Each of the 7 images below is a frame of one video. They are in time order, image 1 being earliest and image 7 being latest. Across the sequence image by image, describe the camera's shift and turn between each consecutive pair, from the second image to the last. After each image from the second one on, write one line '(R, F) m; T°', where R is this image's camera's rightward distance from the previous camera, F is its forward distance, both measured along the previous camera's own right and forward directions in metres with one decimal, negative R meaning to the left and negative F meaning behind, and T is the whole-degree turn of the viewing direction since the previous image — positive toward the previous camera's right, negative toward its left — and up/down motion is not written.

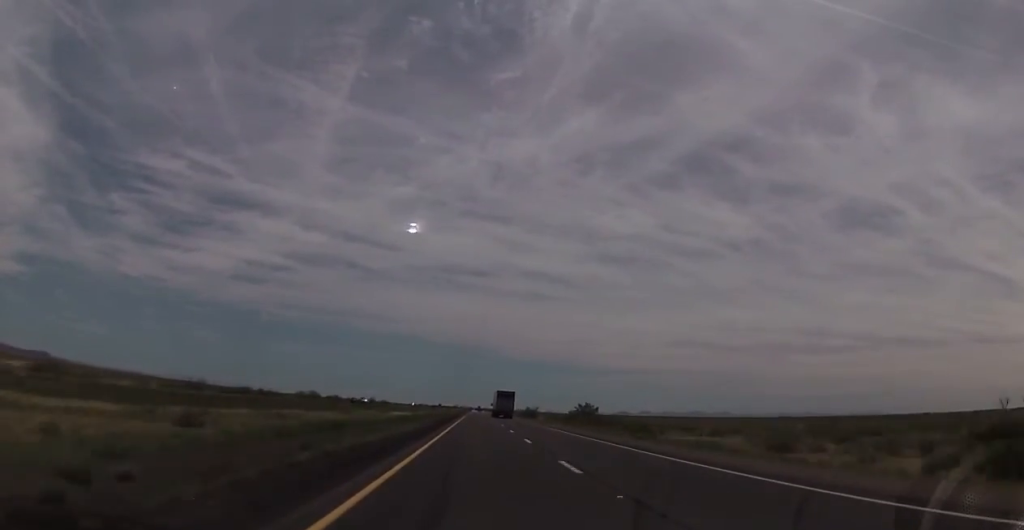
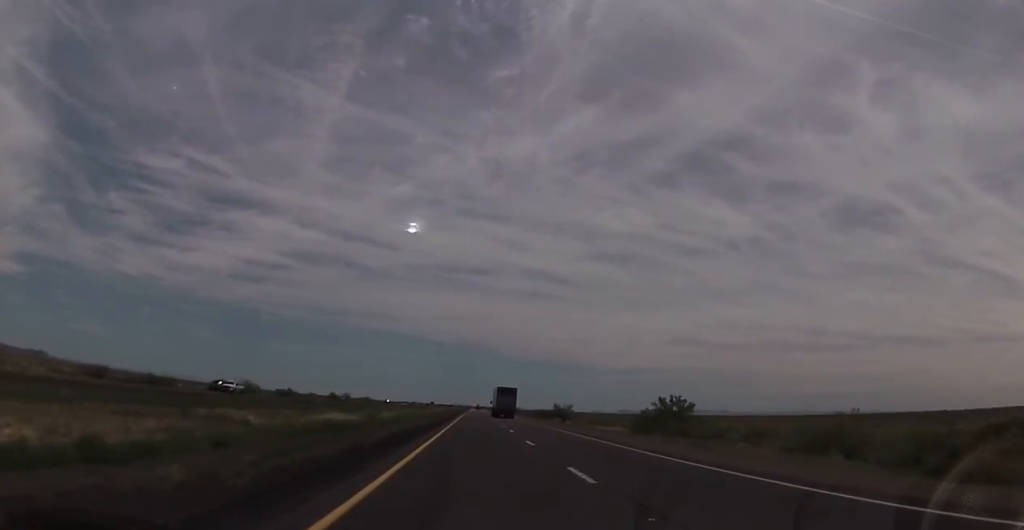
(-1.0, +62.6) m; -1°
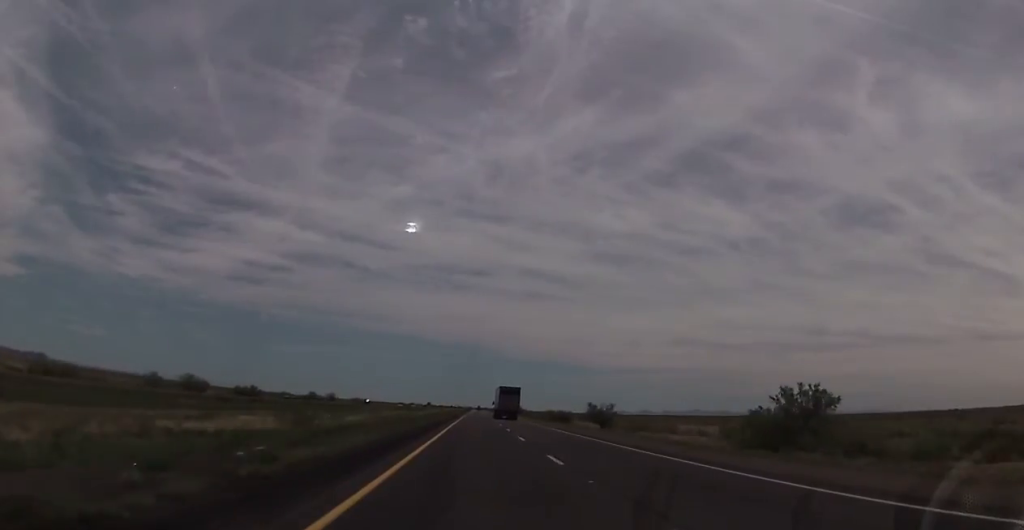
(+0.1, +32.4) m; +1°
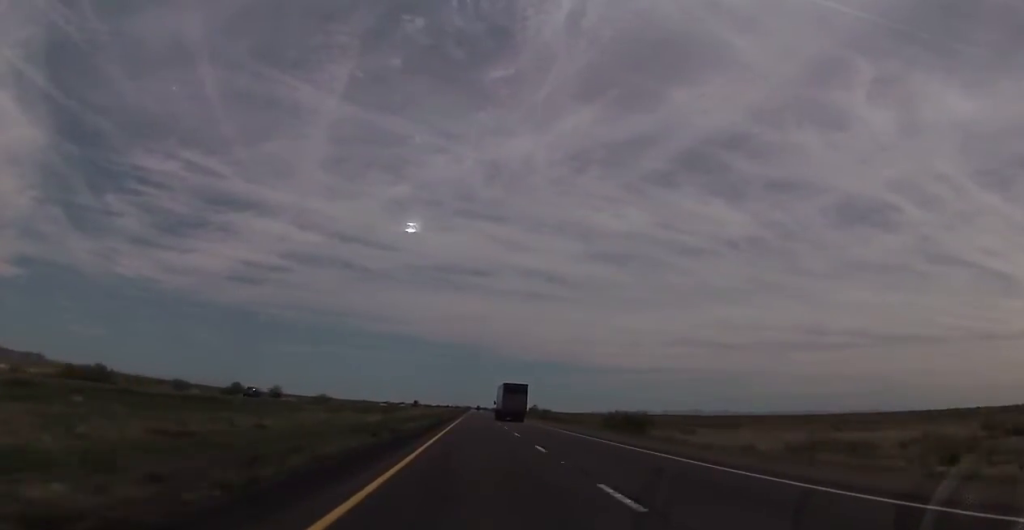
(+0.5, +68.2) m; 0°
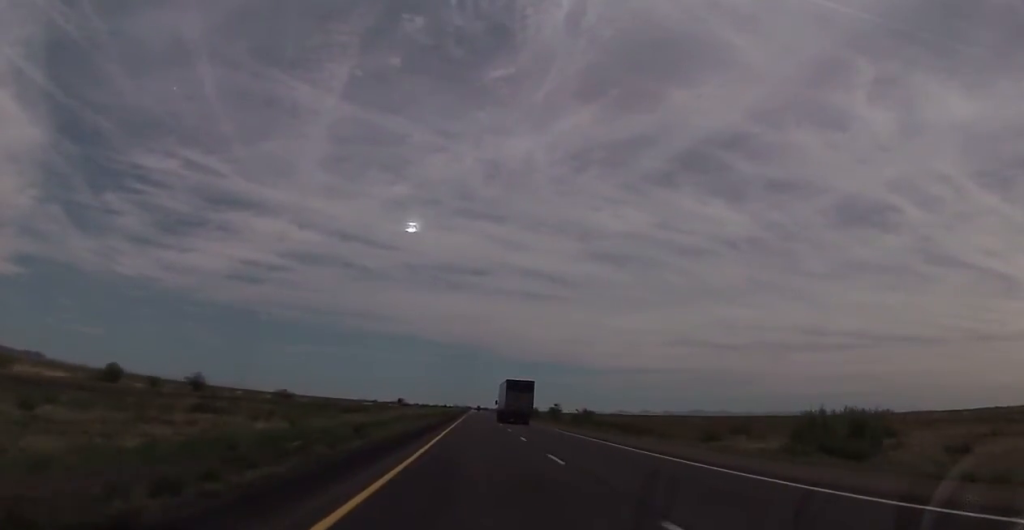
(0.0, +52.5) m; 0°
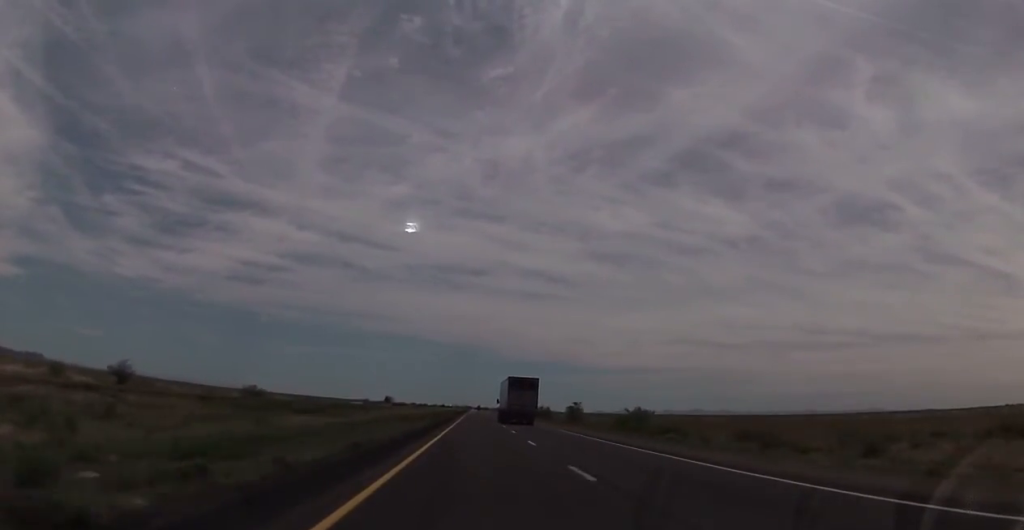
(0.0, +28.6) m; 0°
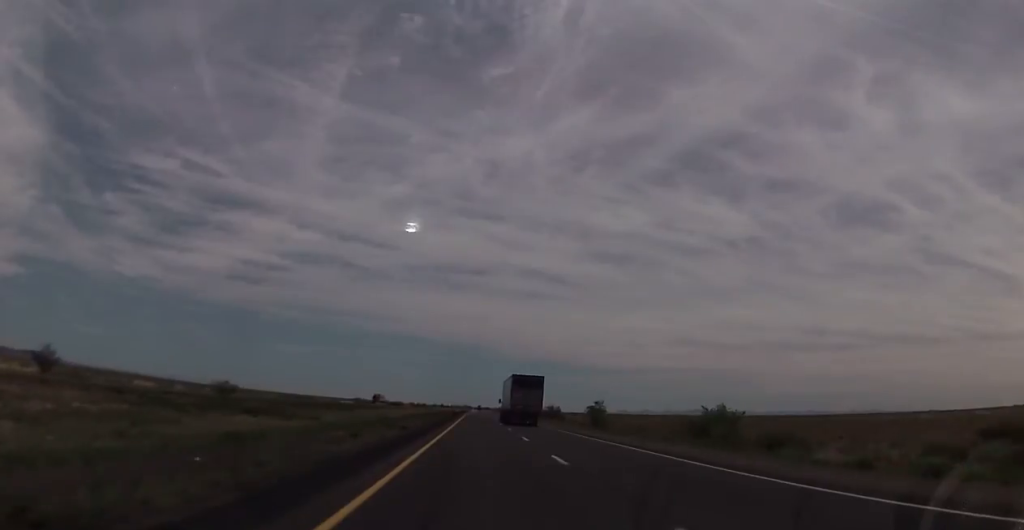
(0.0, +20.3) m; 0°
